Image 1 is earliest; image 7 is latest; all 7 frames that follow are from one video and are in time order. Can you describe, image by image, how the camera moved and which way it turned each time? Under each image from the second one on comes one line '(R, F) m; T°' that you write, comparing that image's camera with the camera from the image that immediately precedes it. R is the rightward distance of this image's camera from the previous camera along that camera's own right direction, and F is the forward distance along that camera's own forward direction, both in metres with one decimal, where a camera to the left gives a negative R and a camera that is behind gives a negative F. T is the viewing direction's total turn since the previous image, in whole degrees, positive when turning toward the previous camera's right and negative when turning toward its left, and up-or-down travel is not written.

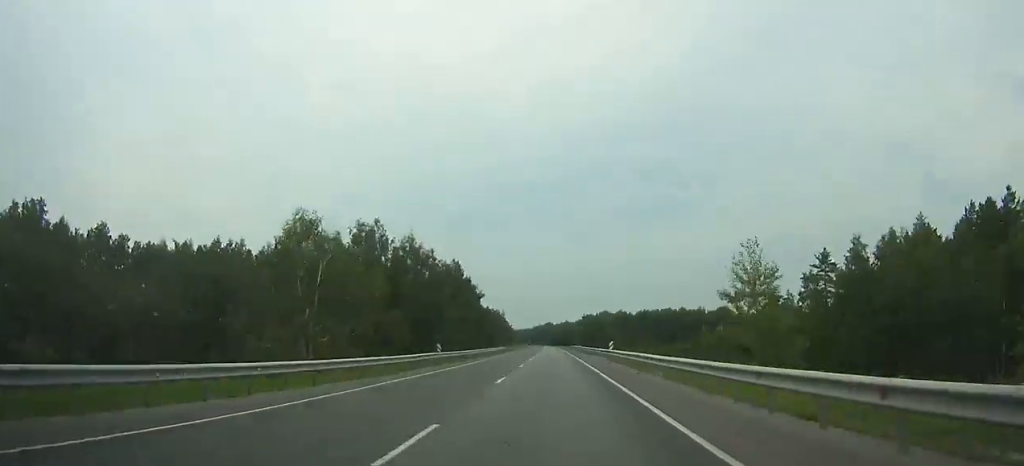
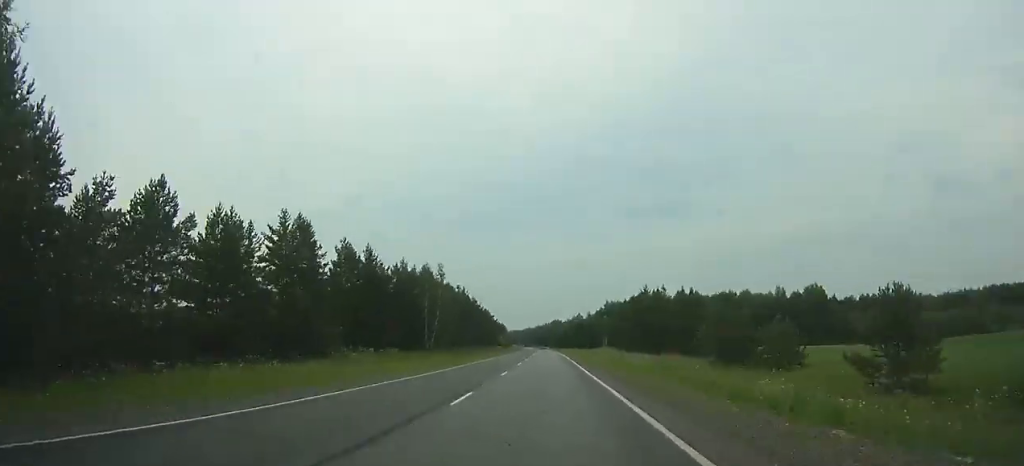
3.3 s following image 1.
(-0.9, +111.8) m; -1°
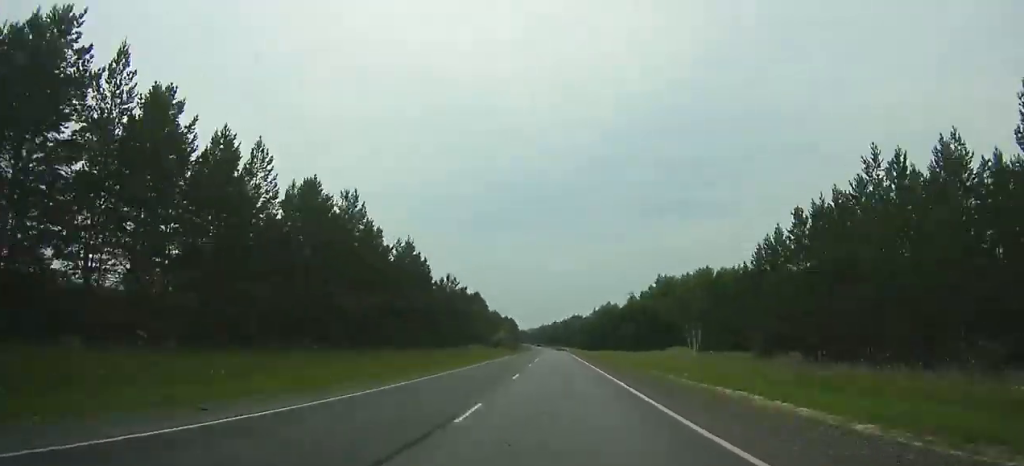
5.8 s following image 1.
(-0.7, +86.2) m; -1°
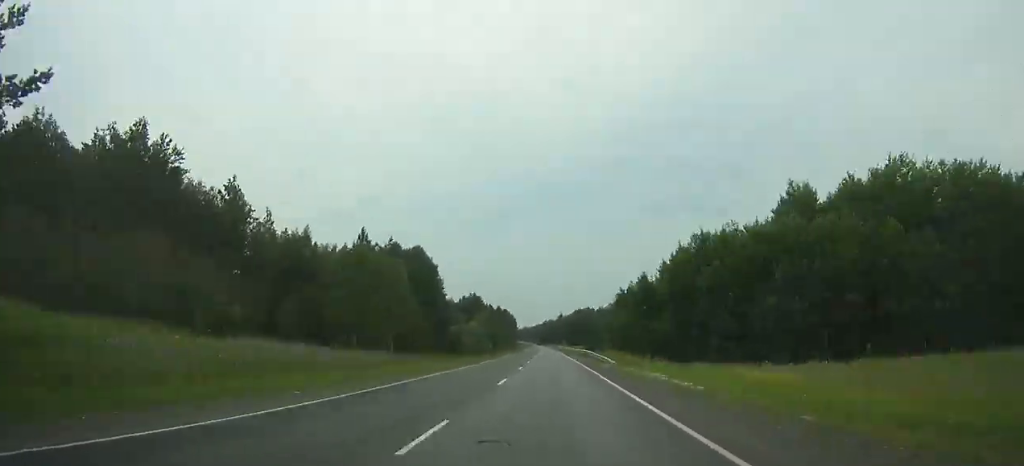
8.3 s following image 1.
(-0.6, +90.3) m; -1°
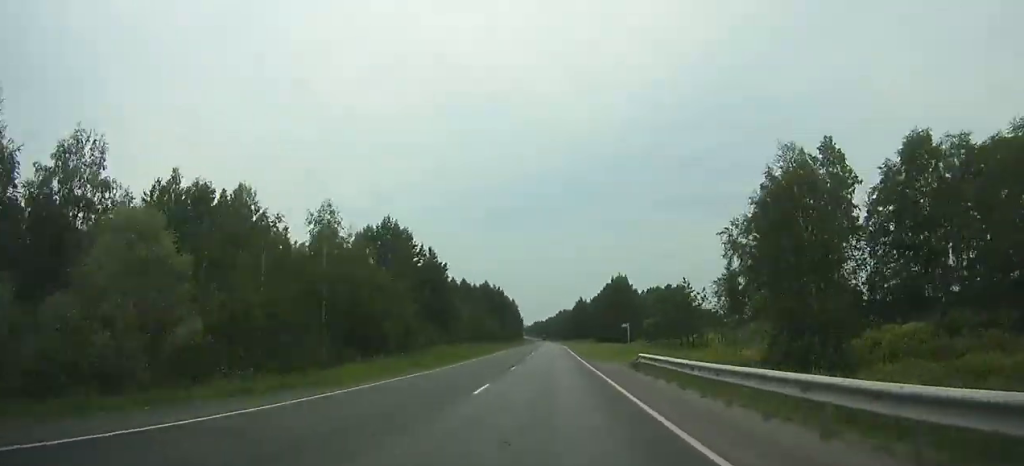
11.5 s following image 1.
(-1.4, +117.0) m; -1°
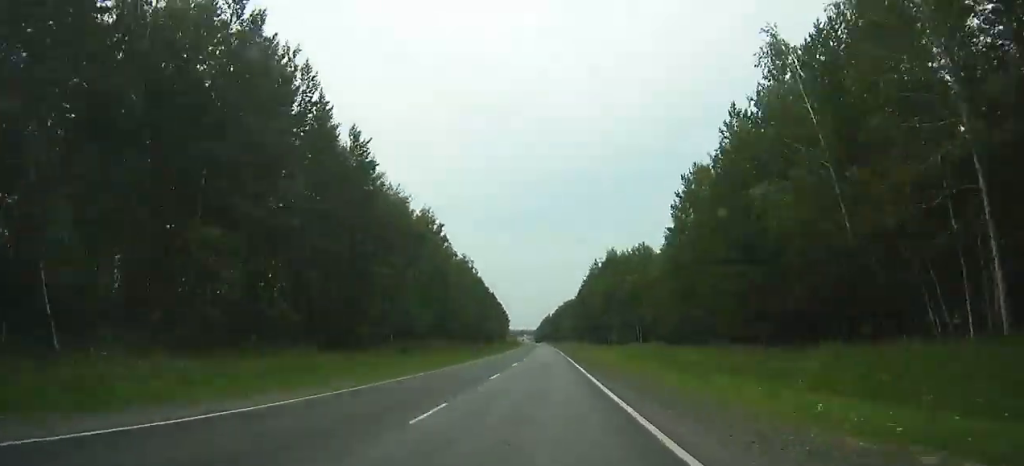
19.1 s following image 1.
(-4.8, +274.7) m; -2°
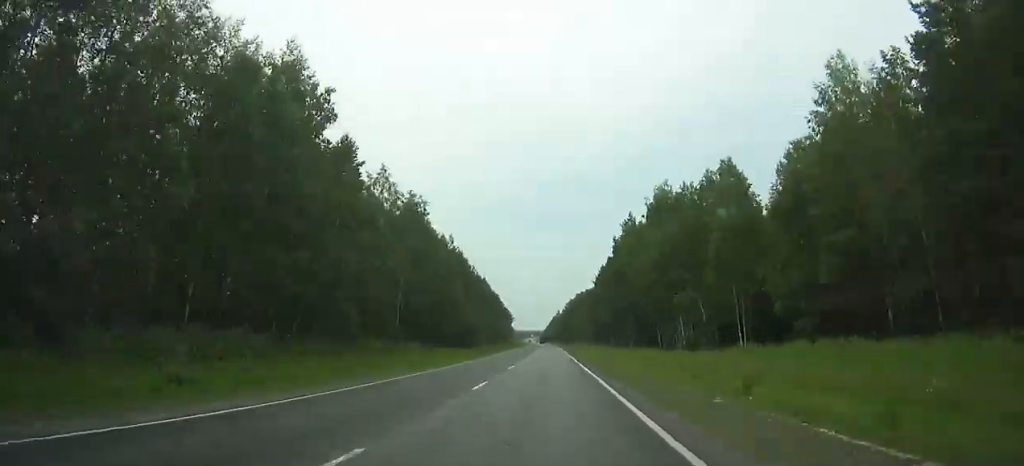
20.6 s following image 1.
(-0.3, +53.3) m; 0°
